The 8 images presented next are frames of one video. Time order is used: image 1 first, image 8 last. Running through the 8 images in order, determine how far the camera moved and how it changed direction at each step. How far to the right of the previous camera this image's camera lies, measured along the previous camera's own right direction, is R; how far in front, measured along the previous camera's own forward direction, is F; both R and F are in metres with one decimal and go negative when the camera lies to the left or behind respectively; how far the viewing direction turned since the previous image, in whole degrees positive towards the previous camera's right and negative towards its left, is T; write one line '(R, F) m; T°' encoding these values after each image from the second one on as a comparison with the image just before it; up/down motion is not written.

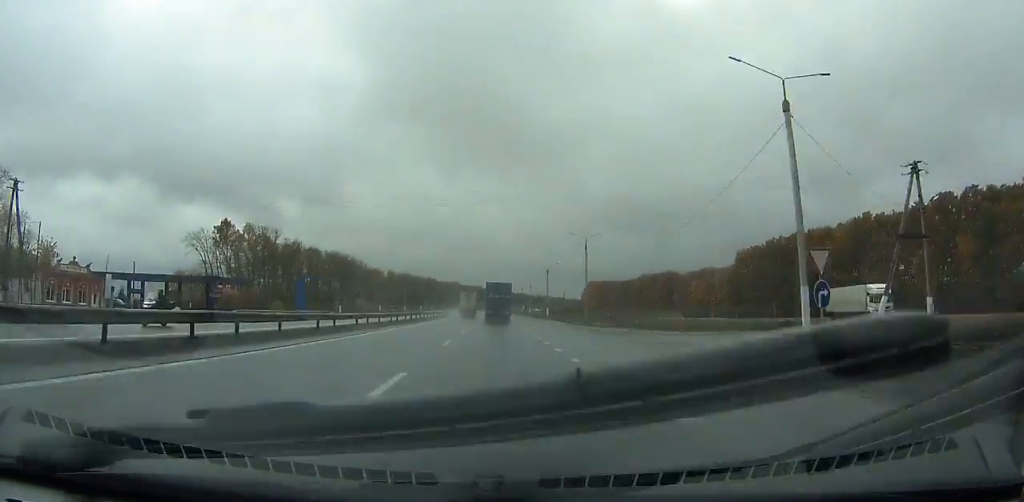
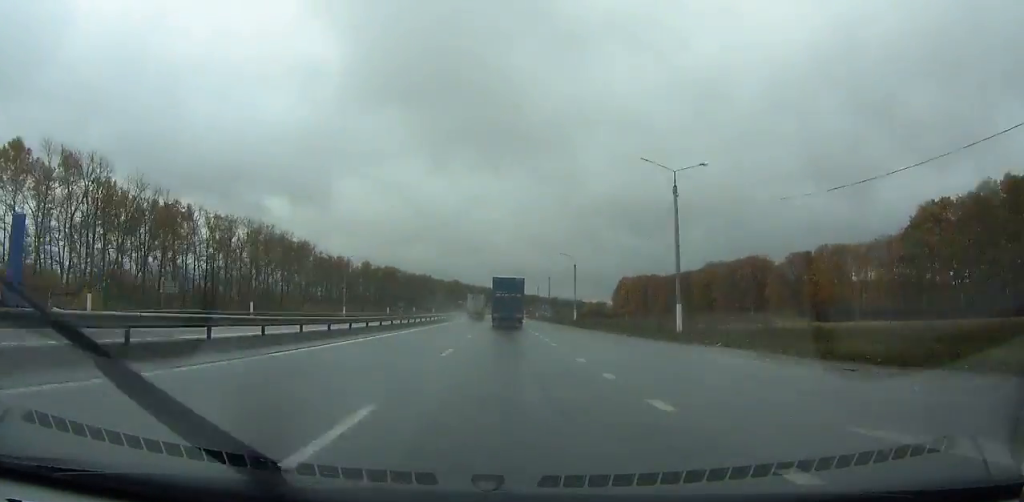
(-0.4, +76.7) m; -1°
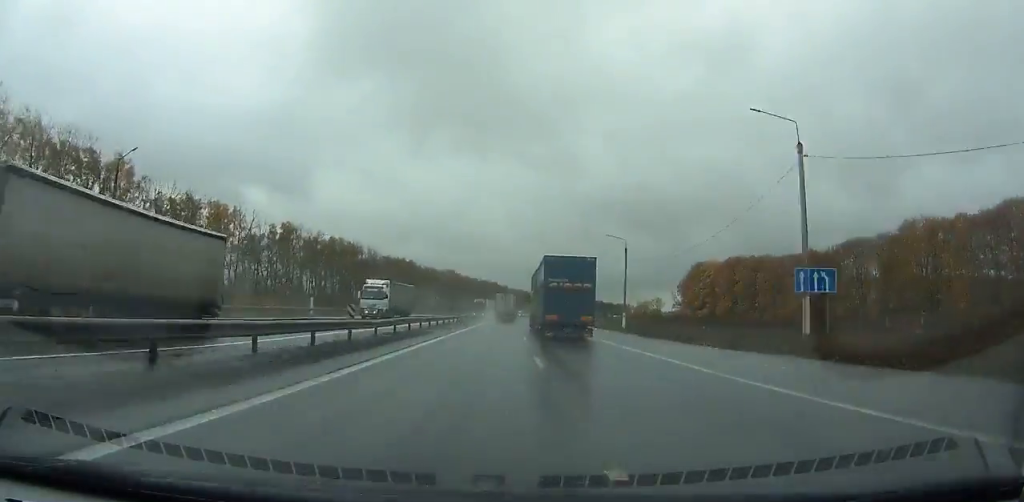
(-0.6, +98.9) m; +1°
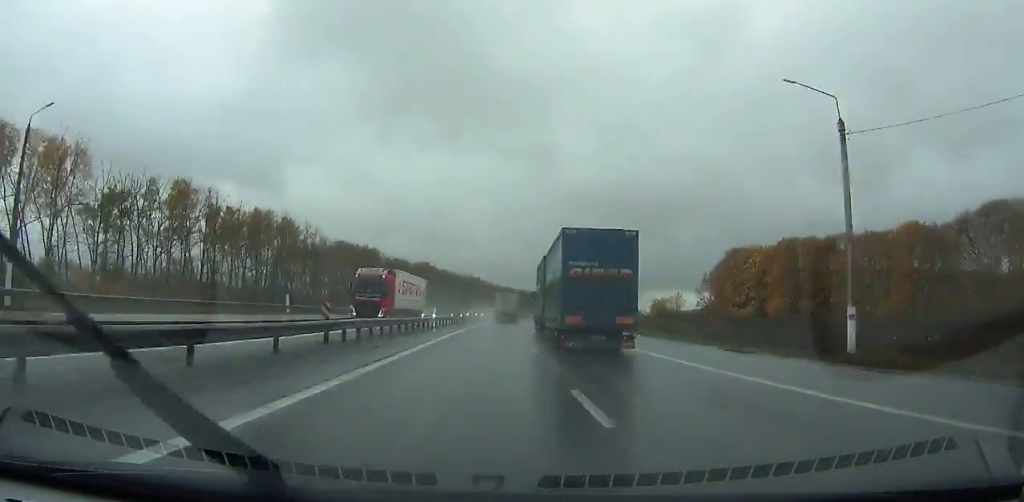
(+0.1, +42.5) m; +1°
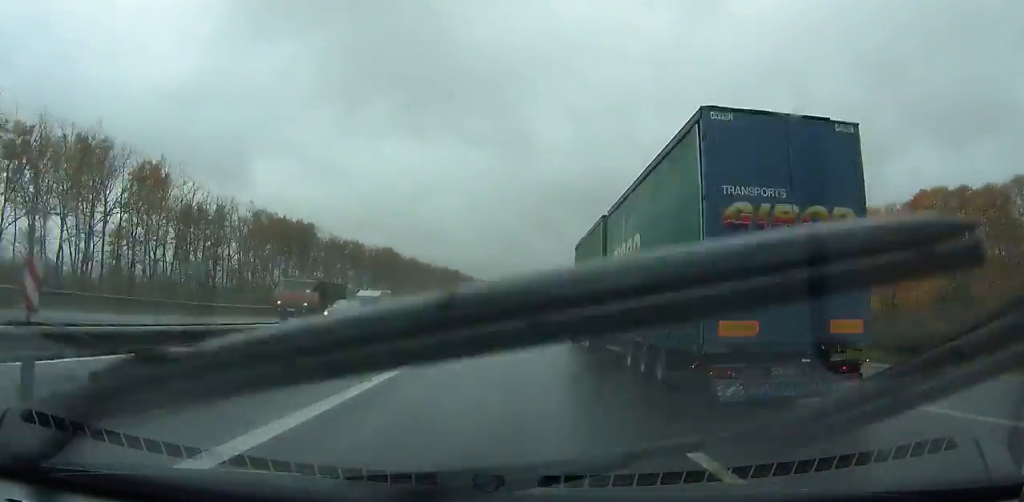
(+0.8, +51.0) m; +2°
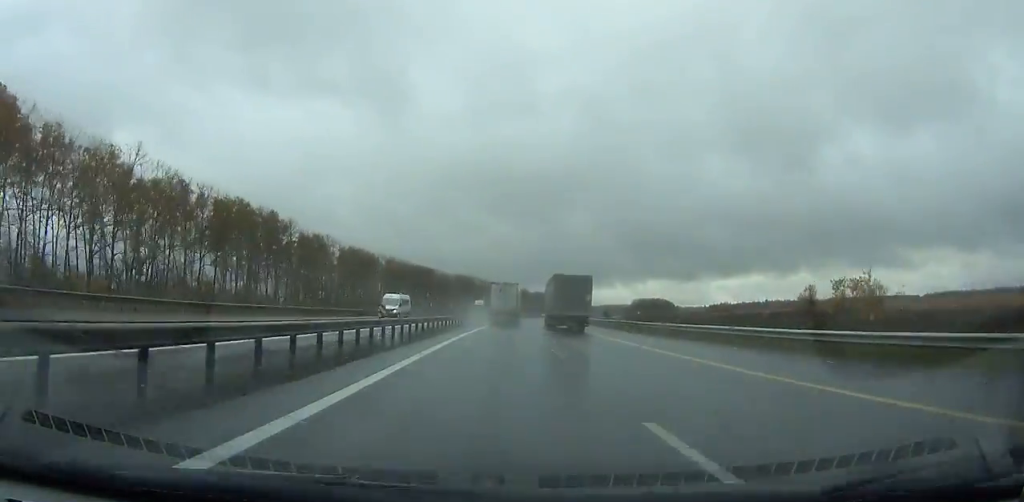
(+9.0, +140.7) m; +8°
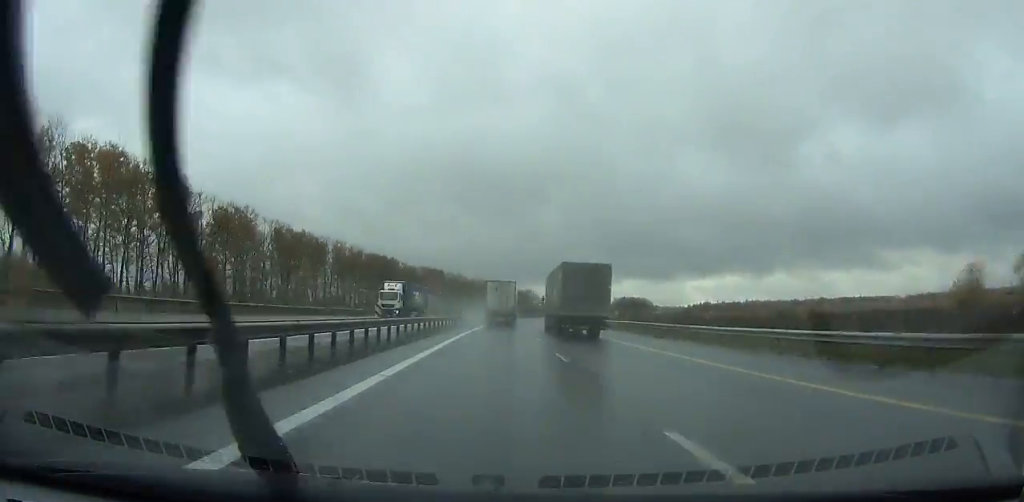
(+1.0, +35.3) m; +2°
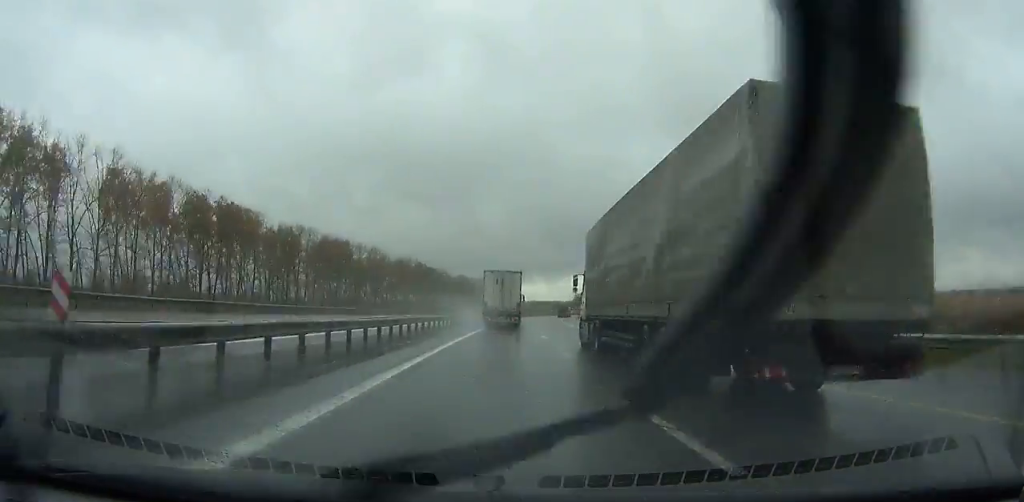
(+4.1, +94.9) m; +5°
